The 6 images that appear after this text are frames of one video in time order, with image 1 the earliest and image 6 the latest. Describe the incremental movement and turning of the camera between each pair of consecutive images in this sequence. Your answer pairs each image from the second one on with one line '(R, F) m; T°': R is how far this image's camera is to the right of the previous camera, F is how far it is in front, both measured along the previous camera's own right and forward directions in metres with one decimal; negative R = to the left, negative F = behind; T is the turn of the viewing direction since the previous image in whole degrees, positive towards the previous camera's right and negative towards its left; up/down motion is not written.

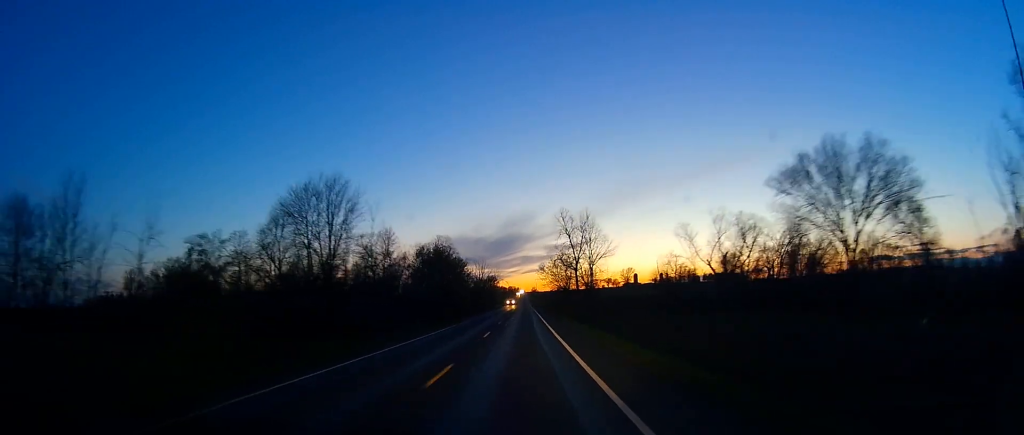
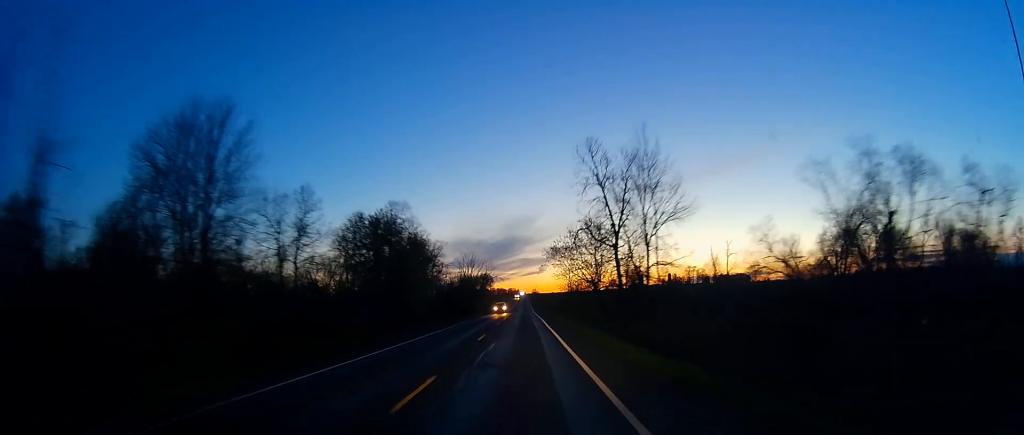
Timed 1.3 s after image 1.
(0.0, +34.2) m; +1°
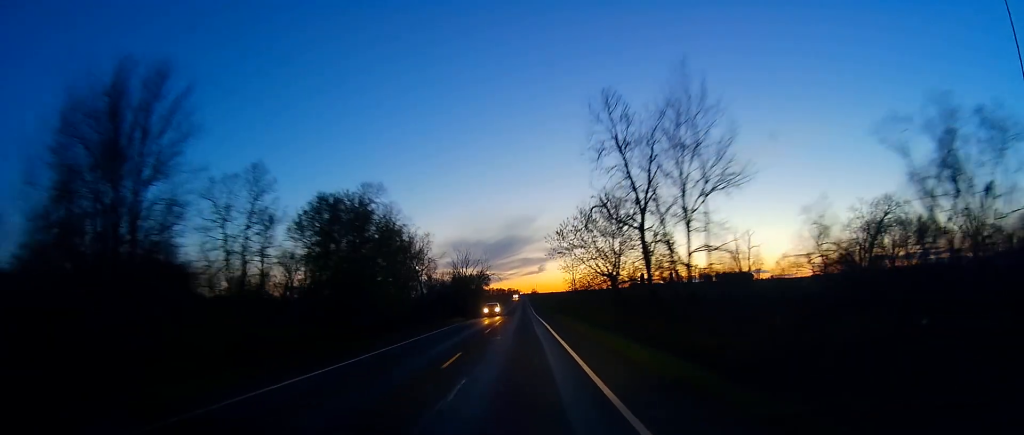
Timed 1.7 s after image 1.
(-0.1, +10.4) m; +1°
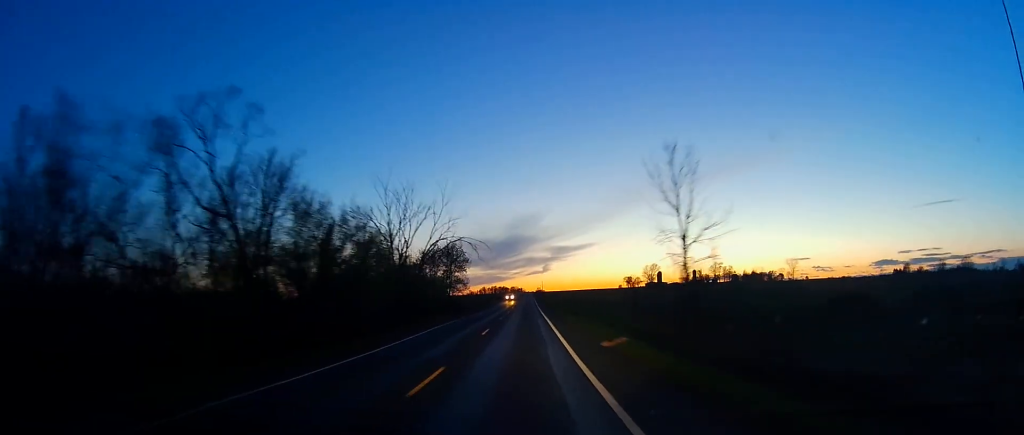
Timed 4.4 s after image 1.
(+0.1, +68.7) m; -2°
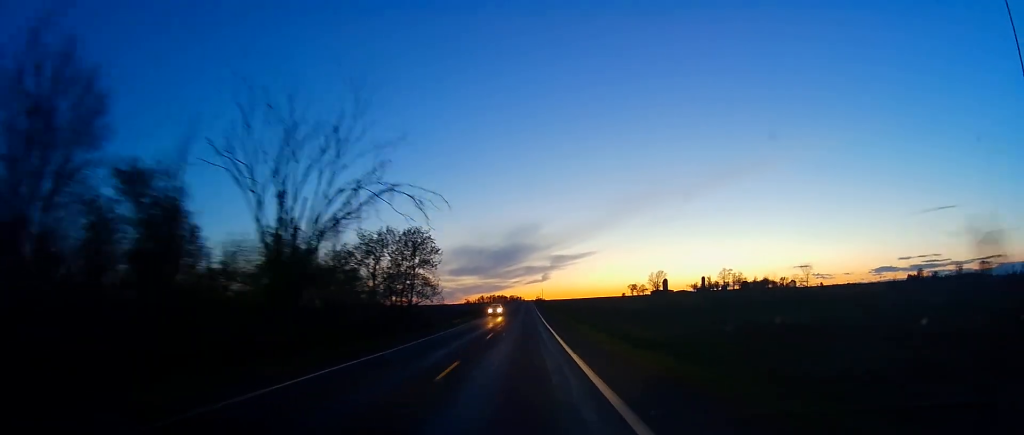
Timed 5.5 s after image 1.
(0.0, +28.6) m; 0°
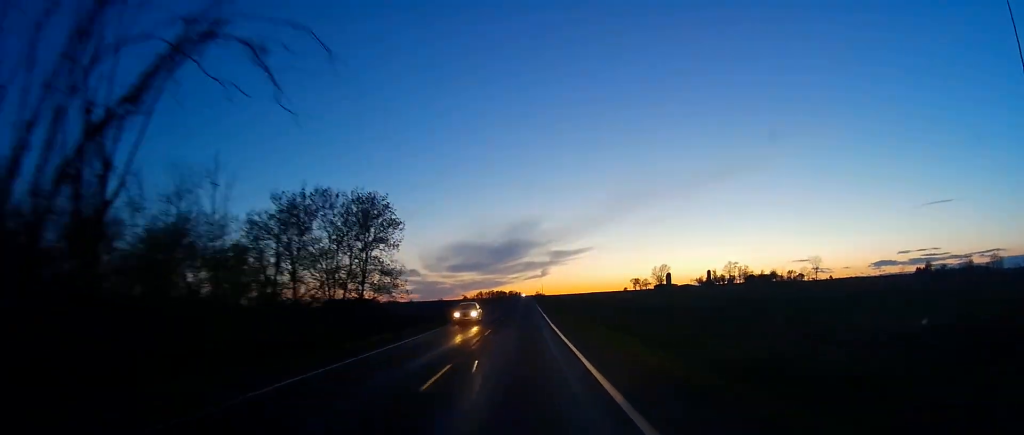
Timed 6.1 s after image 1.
(0.0, +17.4) m; 0°
